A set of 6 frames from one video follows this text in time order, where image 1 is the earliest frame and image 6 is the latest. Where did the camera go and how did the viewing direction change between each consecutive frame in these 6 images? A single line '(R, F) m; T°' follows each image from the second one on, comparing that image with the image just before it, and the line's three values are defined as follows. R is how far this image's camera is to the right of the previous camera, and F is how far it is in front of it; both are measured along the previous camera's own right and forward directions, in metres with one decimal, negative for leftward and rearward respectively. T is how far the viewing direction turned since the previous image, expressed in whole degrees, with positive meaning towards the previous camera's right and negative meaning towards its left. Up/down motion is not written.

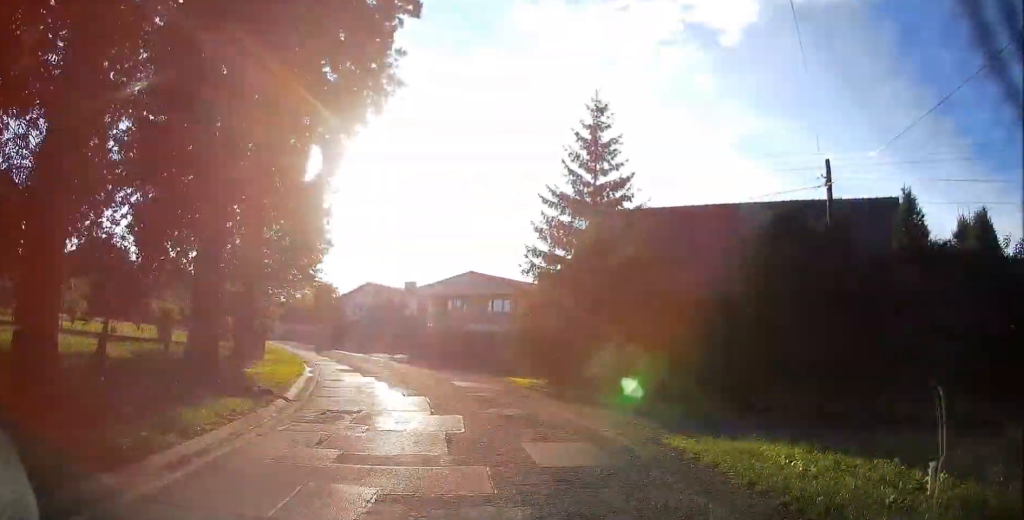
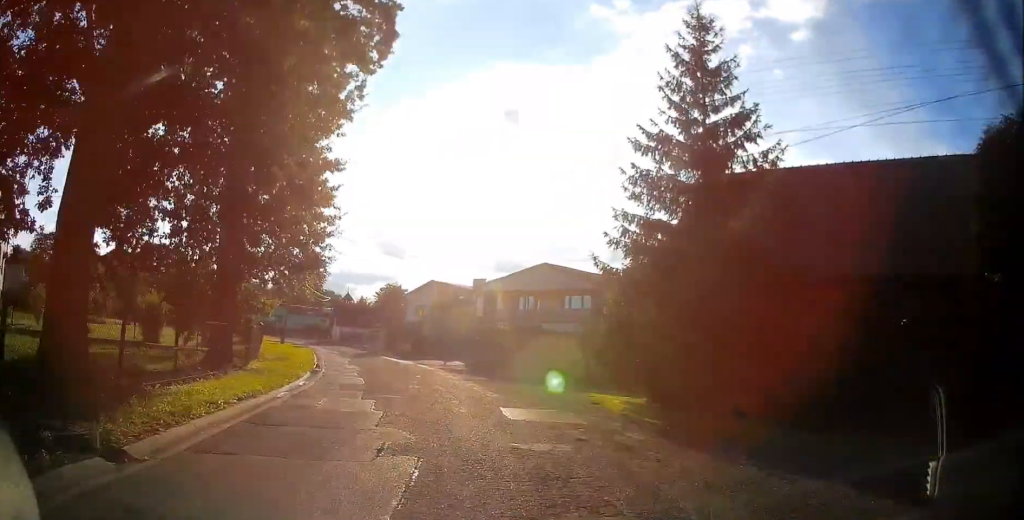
(-0.7, +7.4) m; -8°
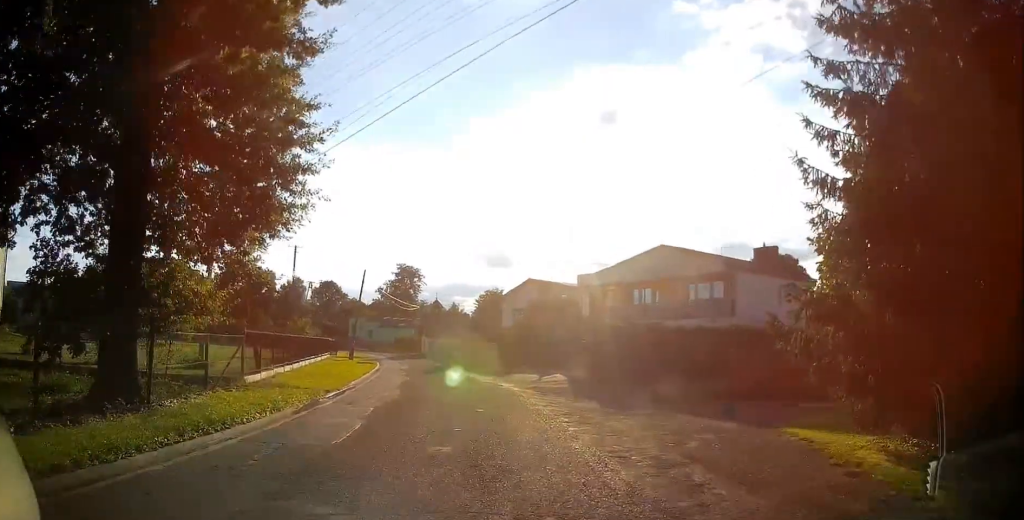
(-0.5, +8.0) m; -9°
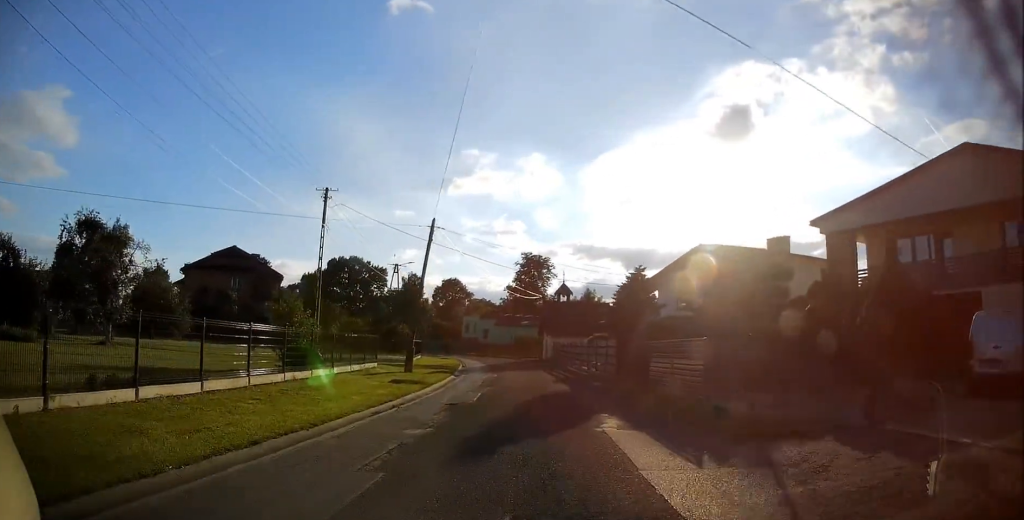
(-2.1, +16.3) m; -15°
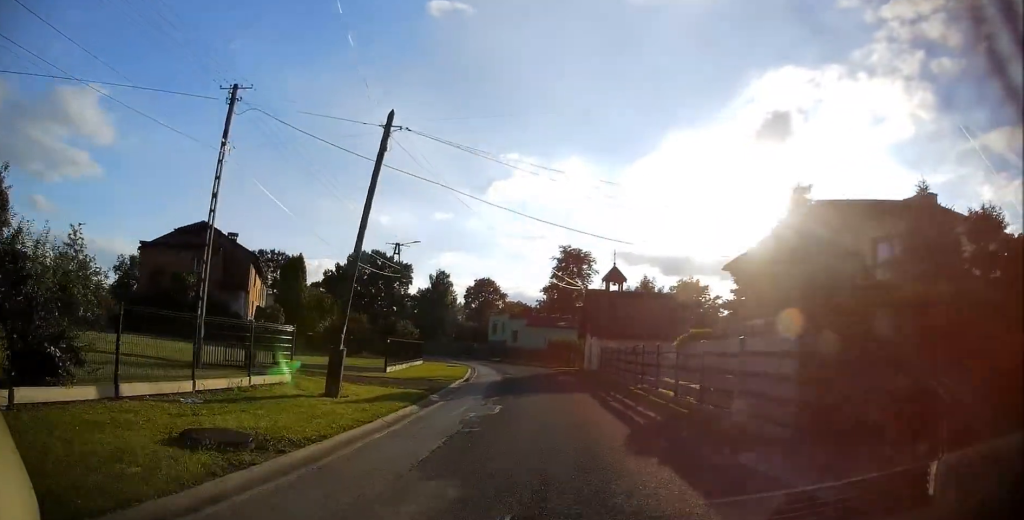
(-1.2, +14.4) m; -5°
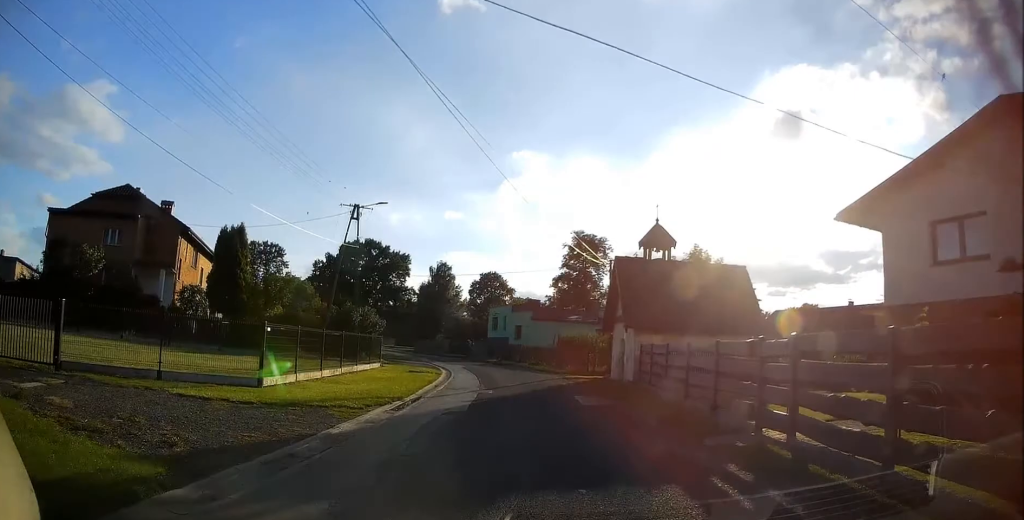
(-0.2, +14.8) m; -1°
